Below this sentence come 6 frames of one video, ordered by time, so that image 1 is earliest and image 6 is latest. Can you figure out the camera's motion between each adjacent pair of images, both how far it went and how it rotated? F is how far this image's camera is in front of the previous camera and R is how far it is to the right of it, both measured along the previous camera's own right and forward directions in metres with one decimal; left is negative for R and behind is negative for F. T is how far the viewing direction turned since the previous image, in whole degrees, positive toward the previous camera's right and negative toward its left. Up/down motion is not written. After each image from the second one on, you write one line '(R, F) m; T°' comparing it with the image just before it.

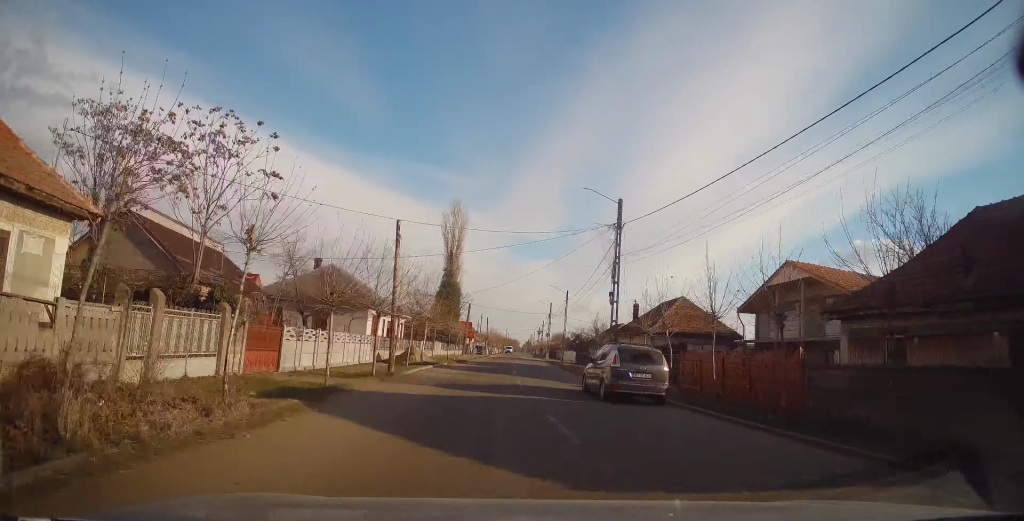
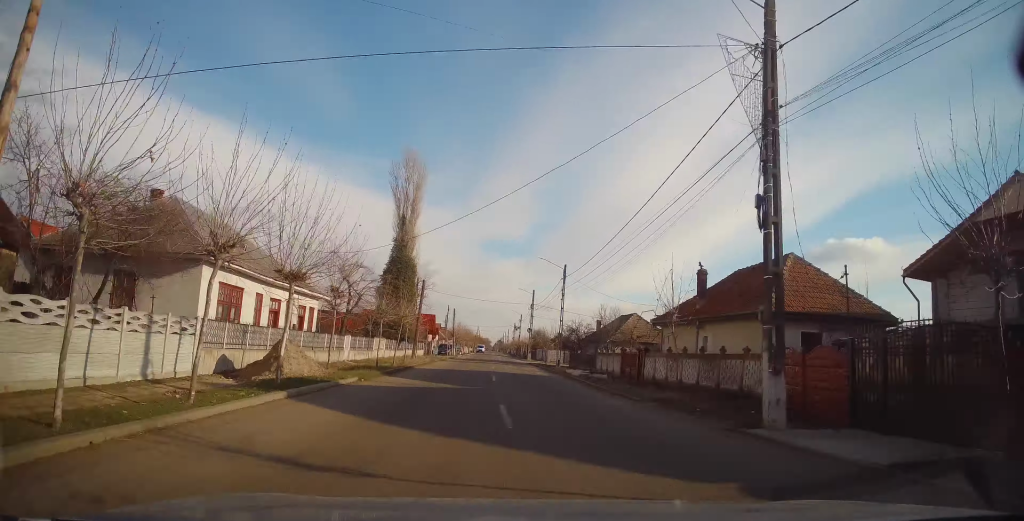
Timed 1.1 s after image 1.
(+0.2, +18.2) m; +2°
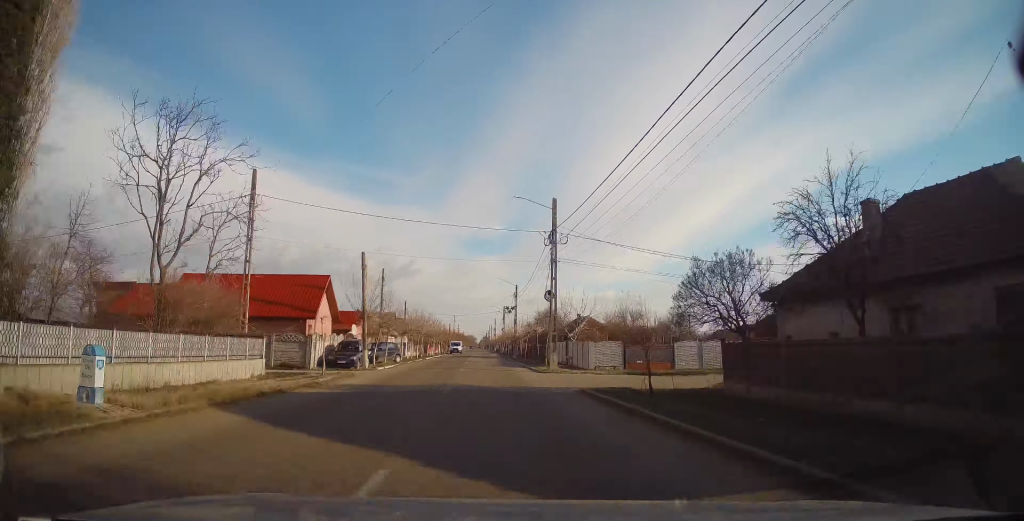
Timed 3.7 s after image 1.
(+1.6, +42.4) m; +2°
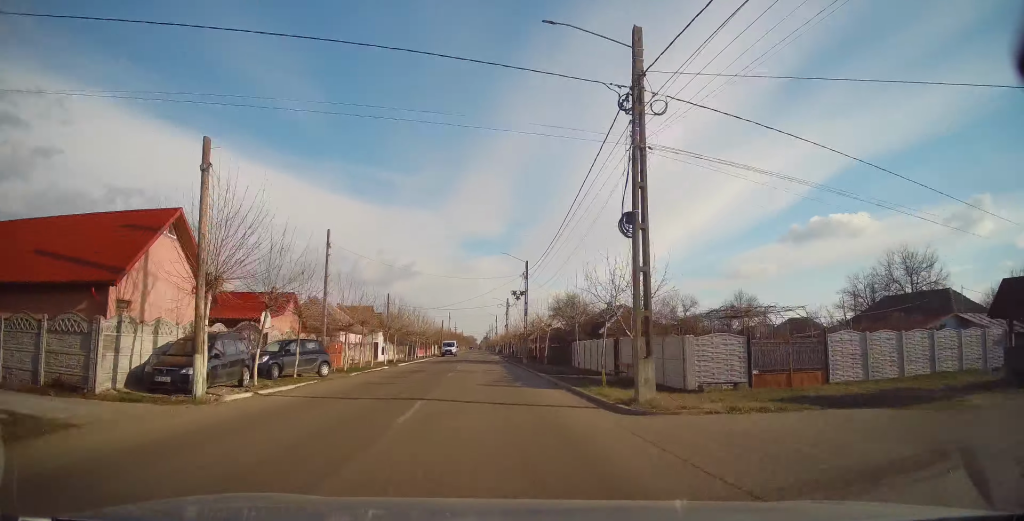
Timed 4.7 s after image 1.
(-0.1, +16.6) m; 0°
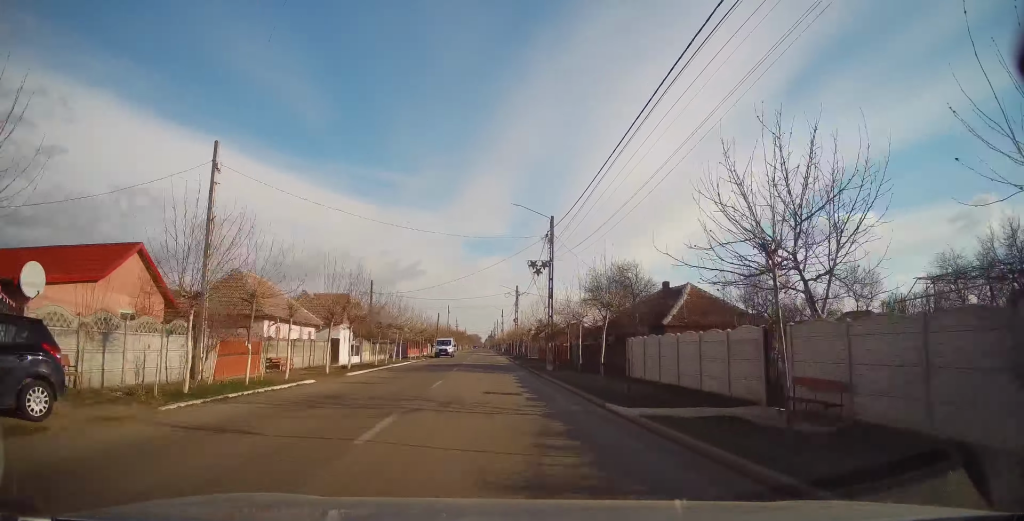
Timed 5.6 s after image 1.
(0.0, +14.8) m; 0°
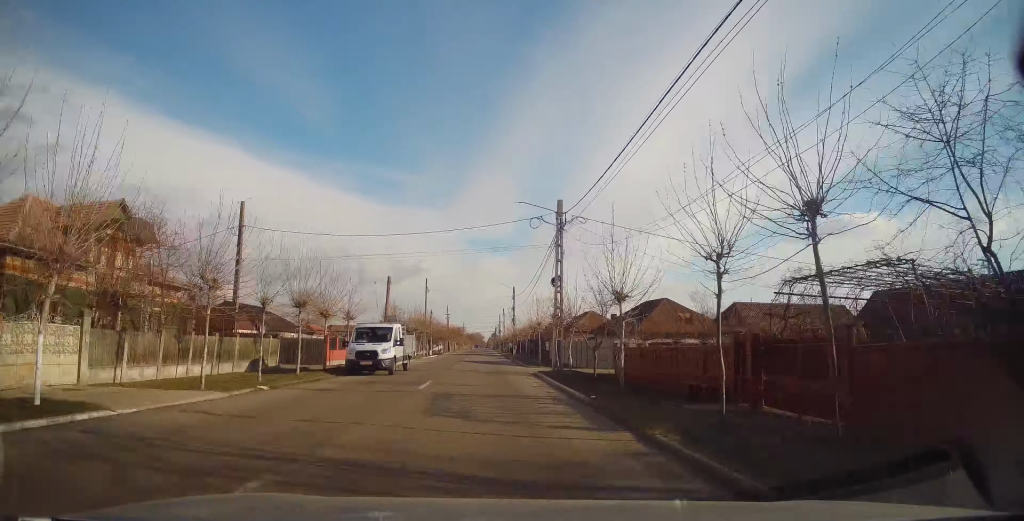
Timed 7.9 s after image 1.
(-0.7, +37.6) m; 0°
